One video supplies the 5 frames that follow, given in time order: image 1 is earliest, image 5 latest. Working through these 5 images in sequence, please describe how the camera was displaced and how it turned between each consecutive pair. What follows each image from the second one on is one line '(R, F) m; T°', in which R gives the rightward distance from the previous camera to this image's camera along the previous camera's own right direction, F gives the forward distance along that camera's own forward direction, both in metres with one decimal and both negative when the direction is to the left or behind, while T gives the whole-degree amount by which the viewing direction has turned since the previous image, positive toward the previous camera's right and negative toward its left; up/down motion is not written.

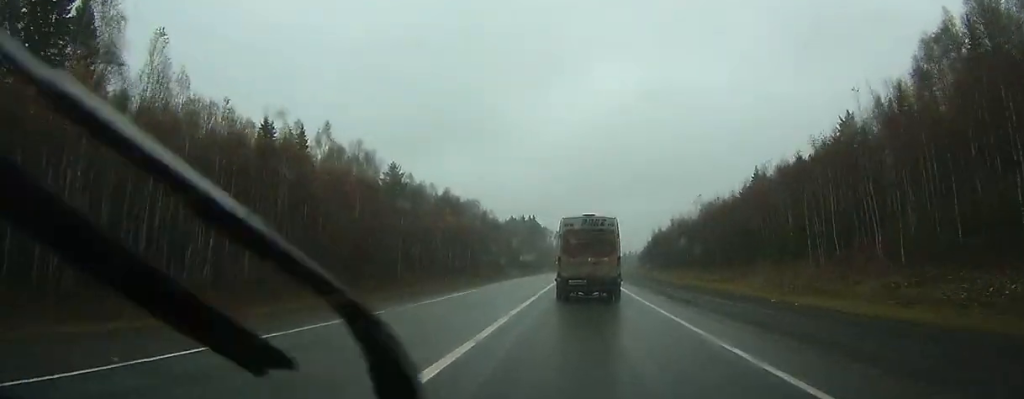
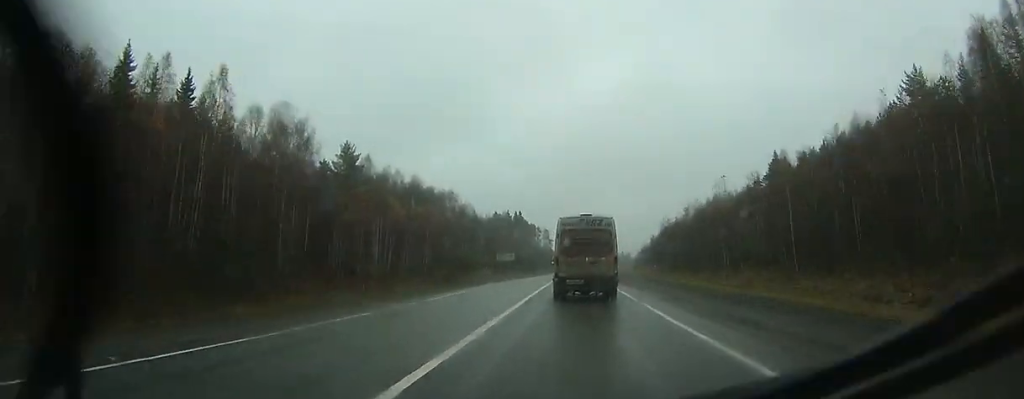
(+0.2, +26.5) m; 0°
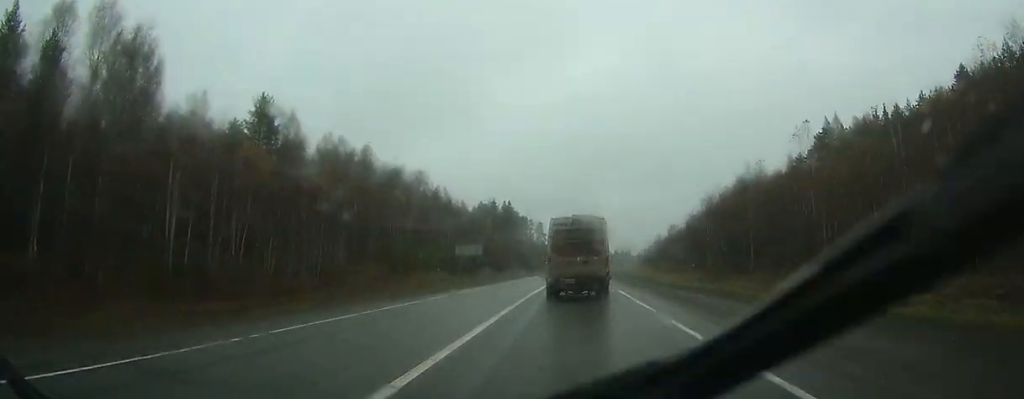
(+0.1, +36.1) m; 0°
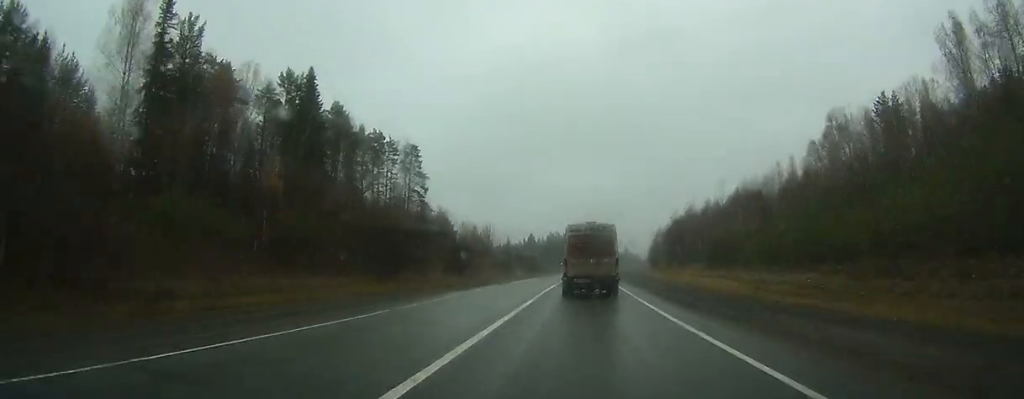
(+6.0, +160.4) m; +4°
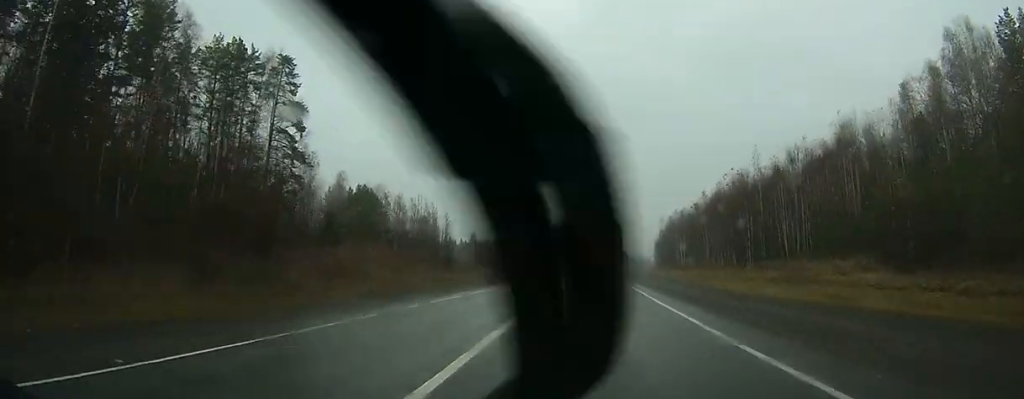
(+0.5, +43.5) m; +2°
